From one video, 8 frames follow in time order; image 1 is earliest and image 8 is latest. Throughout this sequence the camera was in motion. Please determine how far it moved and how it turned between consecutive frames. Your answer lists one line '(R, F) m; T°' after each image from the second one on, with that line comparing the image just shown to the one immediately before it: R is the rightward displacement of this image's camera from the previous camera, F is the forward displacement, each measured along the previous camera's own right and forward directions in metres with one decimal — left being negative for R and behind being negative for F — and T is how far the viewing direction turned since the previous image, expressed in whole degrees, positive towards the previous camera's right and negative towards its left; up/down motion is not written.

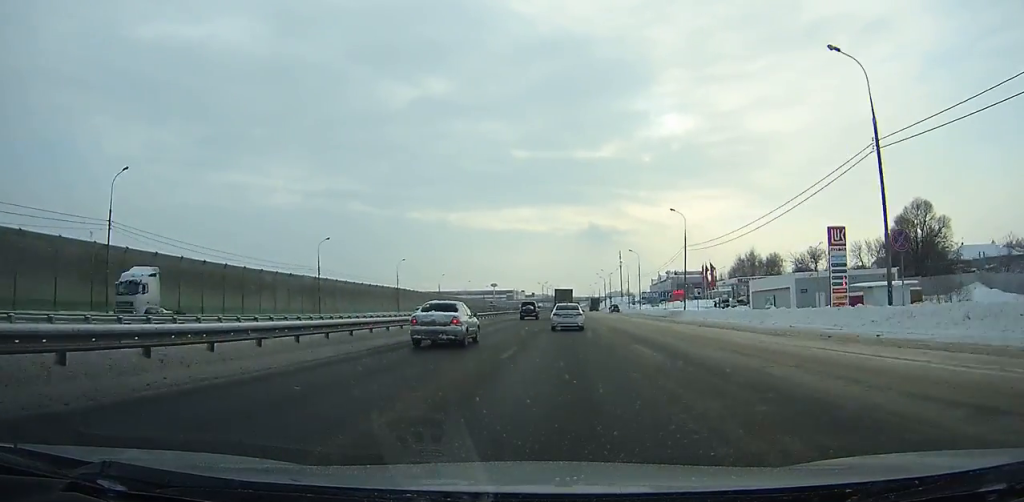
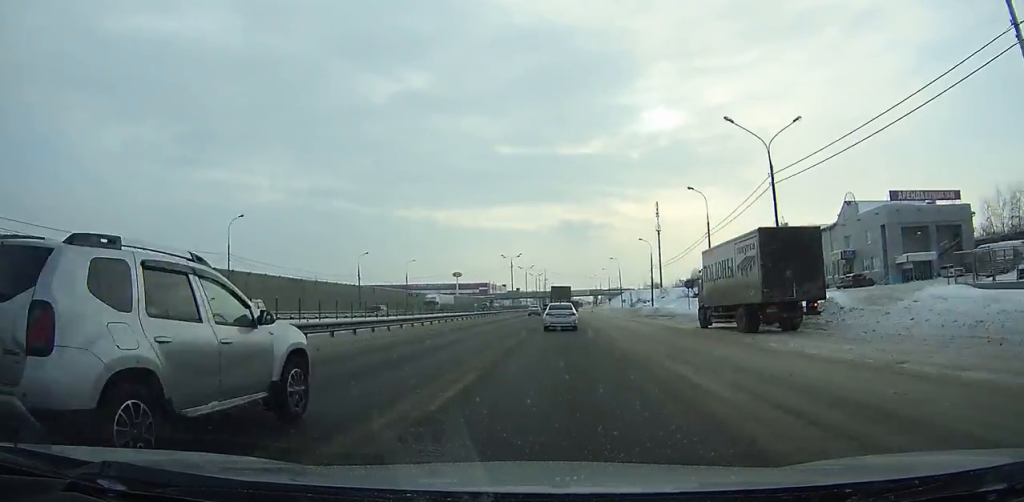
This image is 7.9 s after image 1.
(+1.1, +148.9) m; +1°
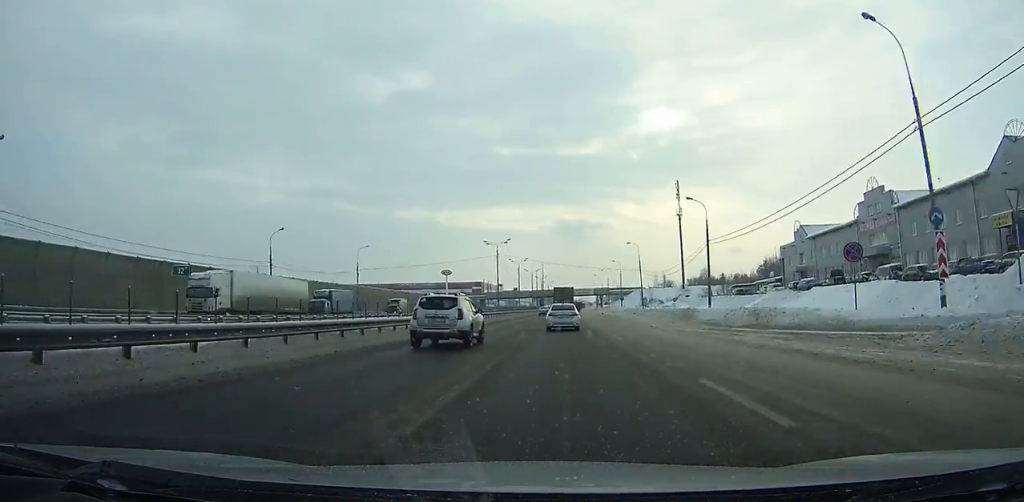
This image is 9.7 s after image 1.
(0.0, +33.4) m; 0°
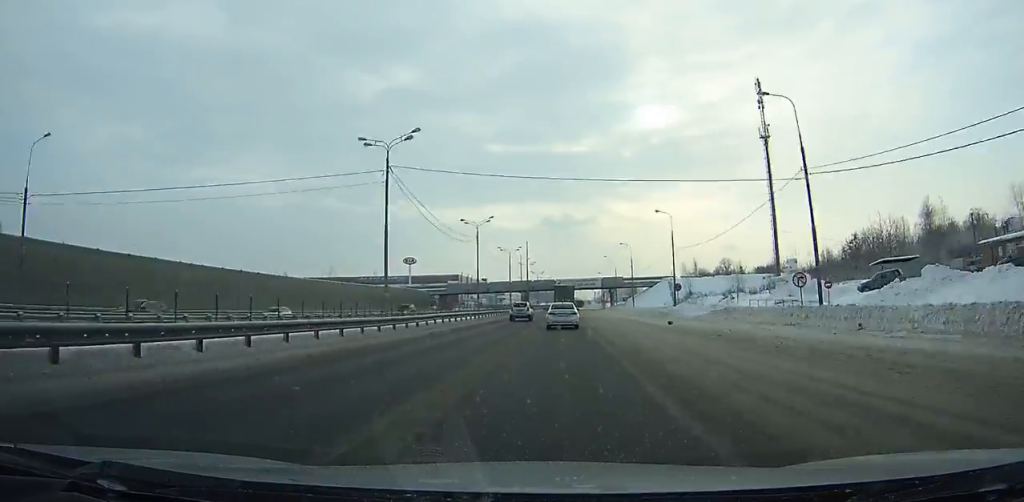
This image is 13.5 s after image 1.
(0.0, +69.7) m; 0°
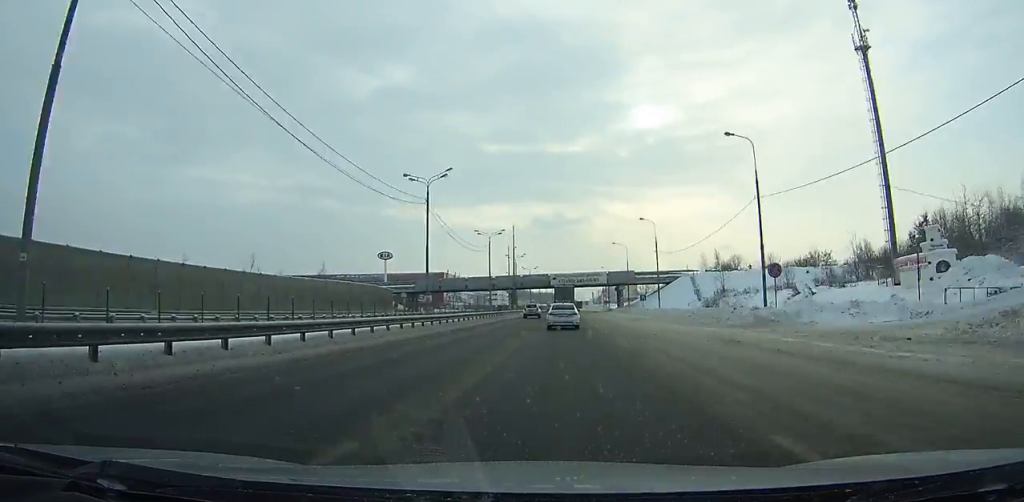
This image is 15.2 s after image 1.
(+0.2, +30.6) m; +1°
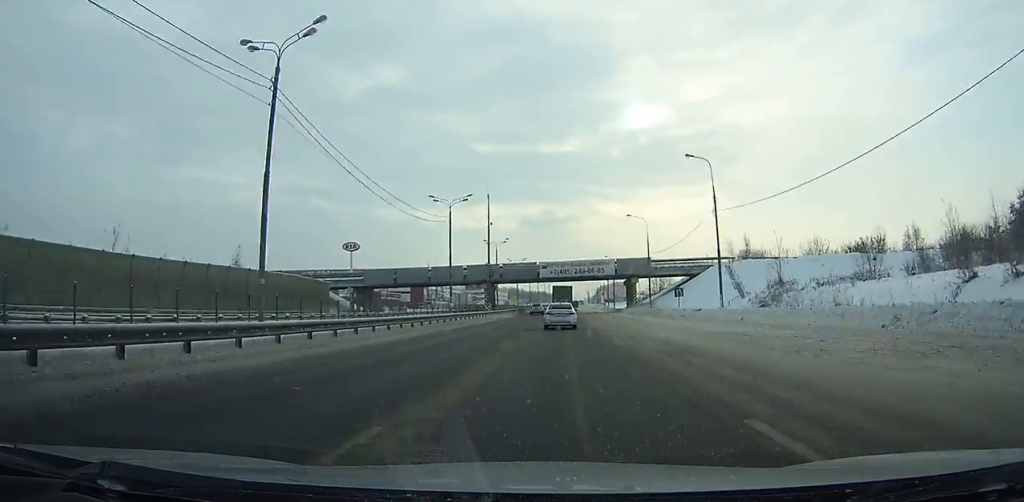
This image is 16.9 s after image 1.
(0.0, +30.5) m; 0°
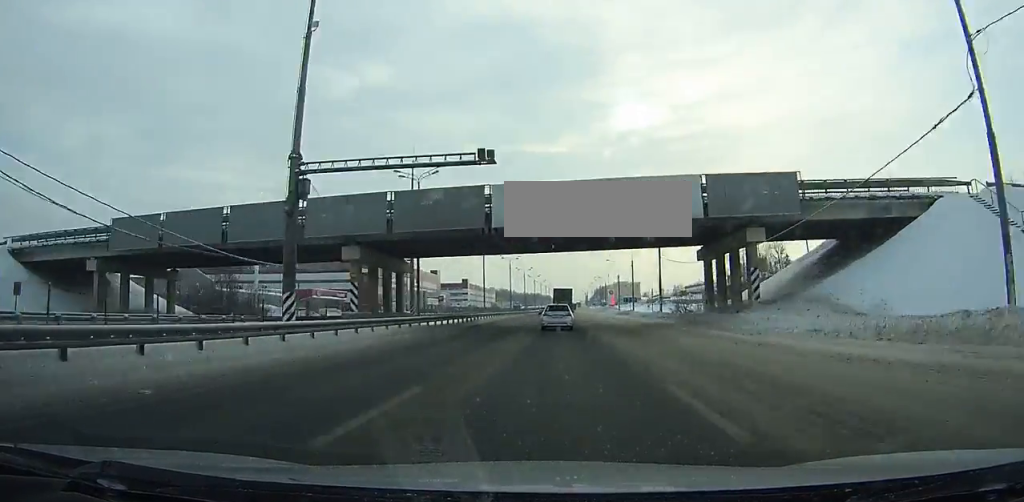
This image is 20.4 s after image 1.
(+0.3, +61.9) m; 0°
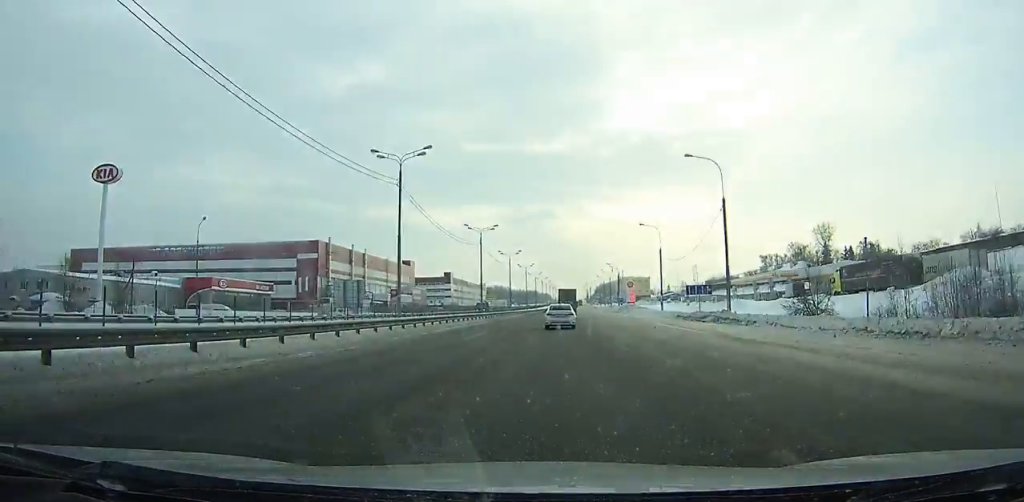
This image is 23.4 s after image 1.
(-0.2, +52.9) m; 0°
